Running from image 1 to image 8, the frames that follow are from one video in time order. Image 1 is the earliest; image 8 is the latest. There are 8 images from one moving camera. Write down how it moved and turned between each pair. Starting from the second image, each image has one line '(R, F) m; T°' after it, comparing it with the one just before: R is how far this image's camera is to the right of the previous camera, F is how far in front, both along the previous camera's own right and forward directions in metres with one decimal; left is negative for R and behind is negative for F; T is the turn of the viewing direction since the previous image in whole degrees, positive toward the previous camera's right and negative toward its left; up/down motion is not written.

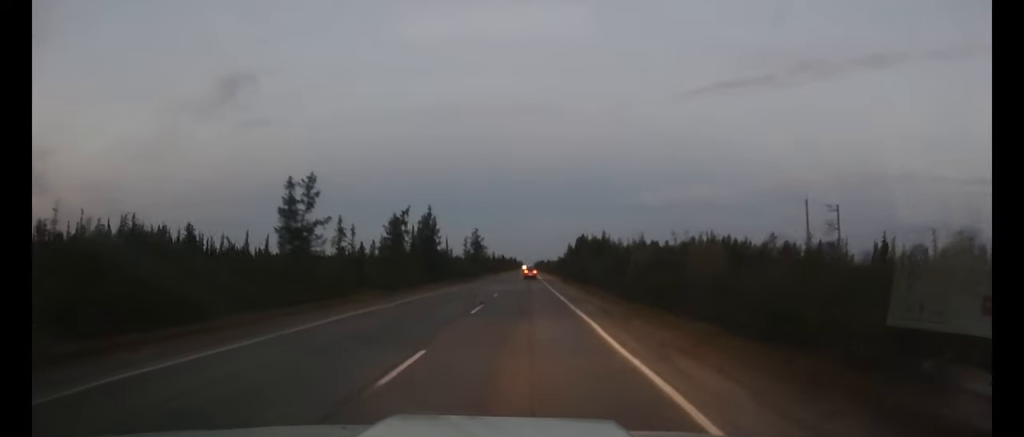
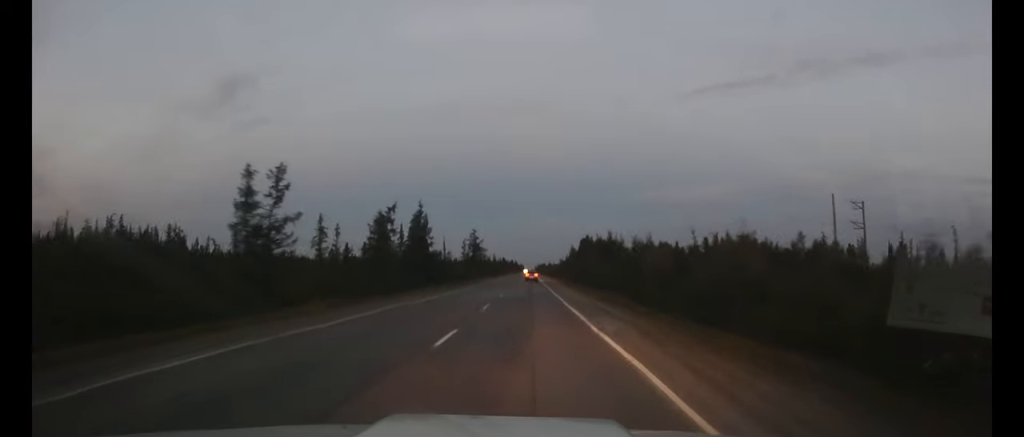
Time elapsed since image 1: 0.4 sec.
(0.0, +7.4) m; 0°
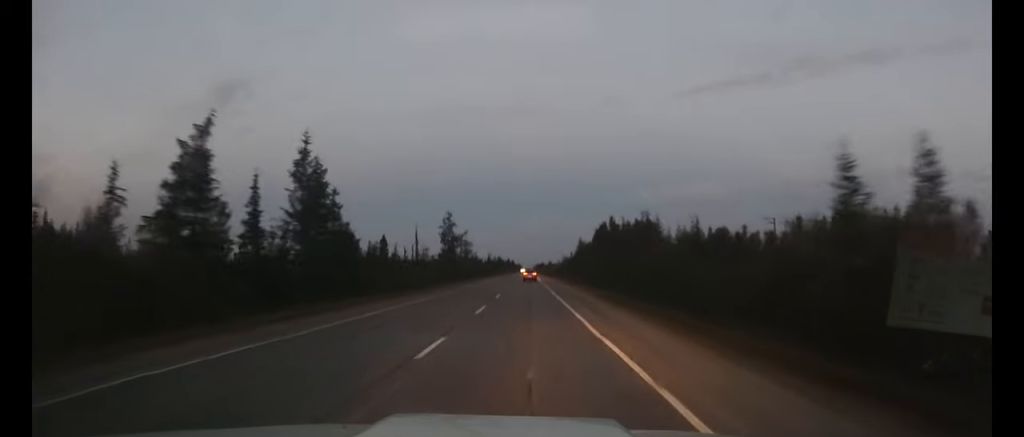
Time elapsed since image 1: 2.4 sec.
(+0.1, +36.8) m; 0°
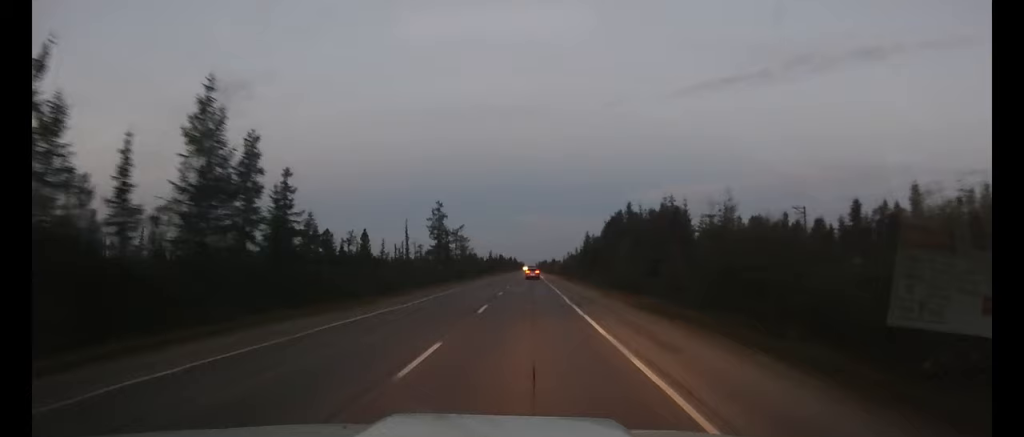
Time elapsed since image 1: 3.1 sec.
(0.0, +12.3) m; 0°
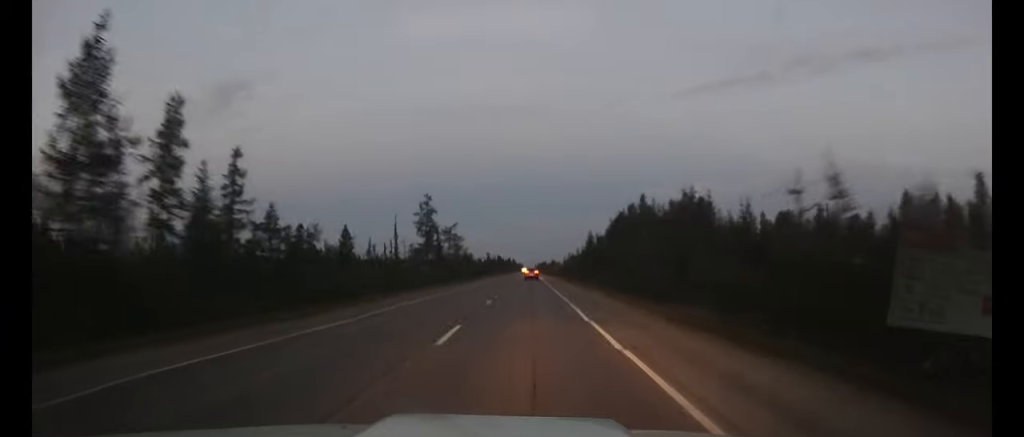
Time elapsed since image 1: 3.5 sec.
(0.0, +8.6) m; 0°
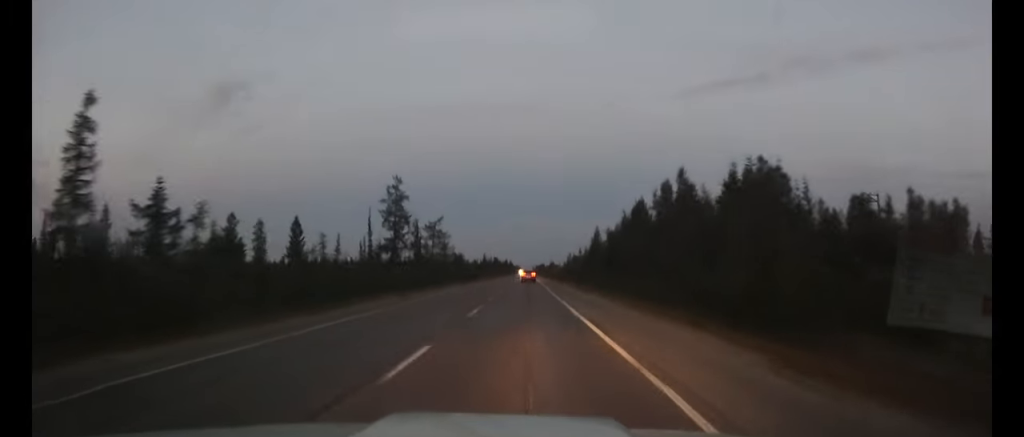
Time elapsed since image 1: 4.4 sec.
(0.0, +15.9) m; 0°
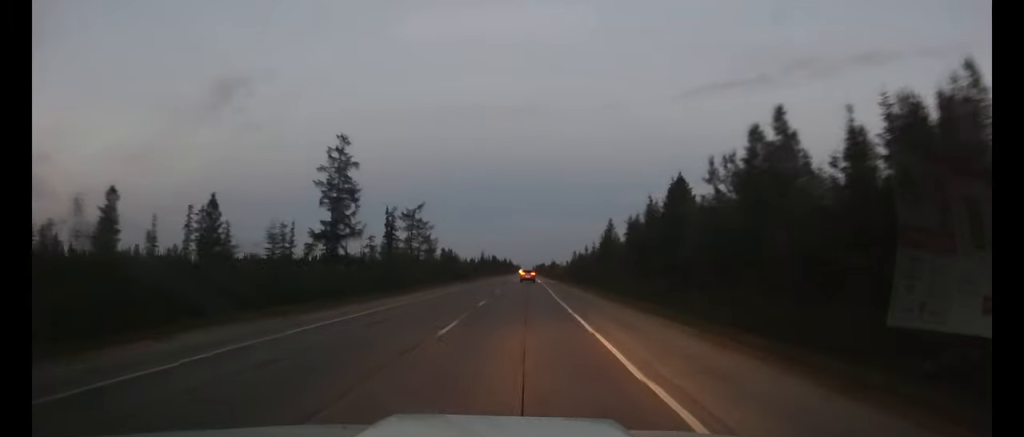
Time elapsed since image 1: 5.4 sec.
(0.0, +17.6) m; 0°
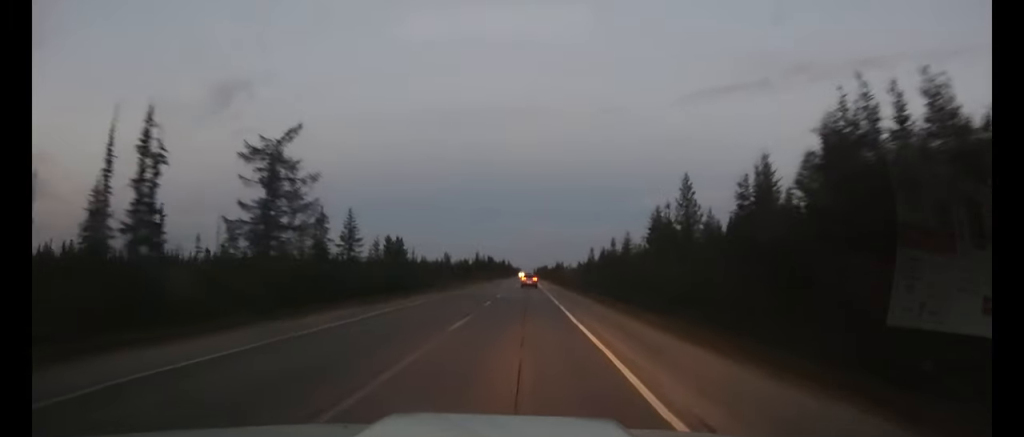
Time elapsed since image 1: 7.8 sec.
(0.0, +43.9) m; 0°
